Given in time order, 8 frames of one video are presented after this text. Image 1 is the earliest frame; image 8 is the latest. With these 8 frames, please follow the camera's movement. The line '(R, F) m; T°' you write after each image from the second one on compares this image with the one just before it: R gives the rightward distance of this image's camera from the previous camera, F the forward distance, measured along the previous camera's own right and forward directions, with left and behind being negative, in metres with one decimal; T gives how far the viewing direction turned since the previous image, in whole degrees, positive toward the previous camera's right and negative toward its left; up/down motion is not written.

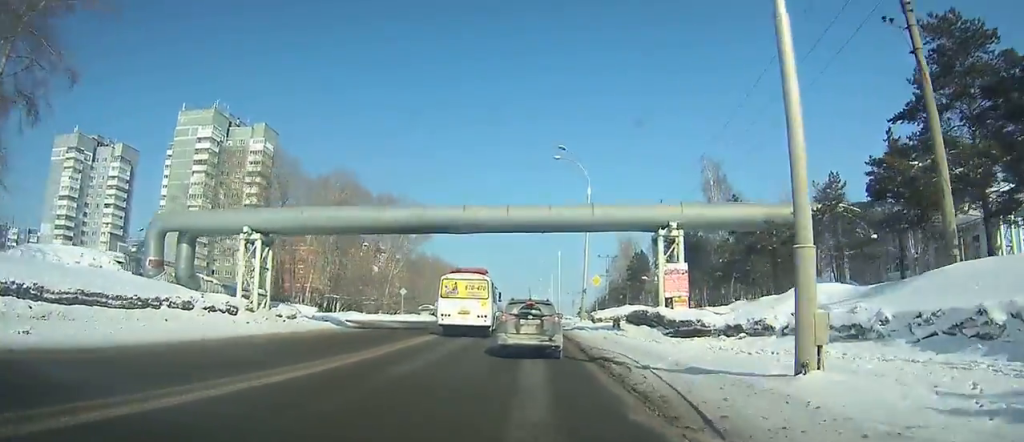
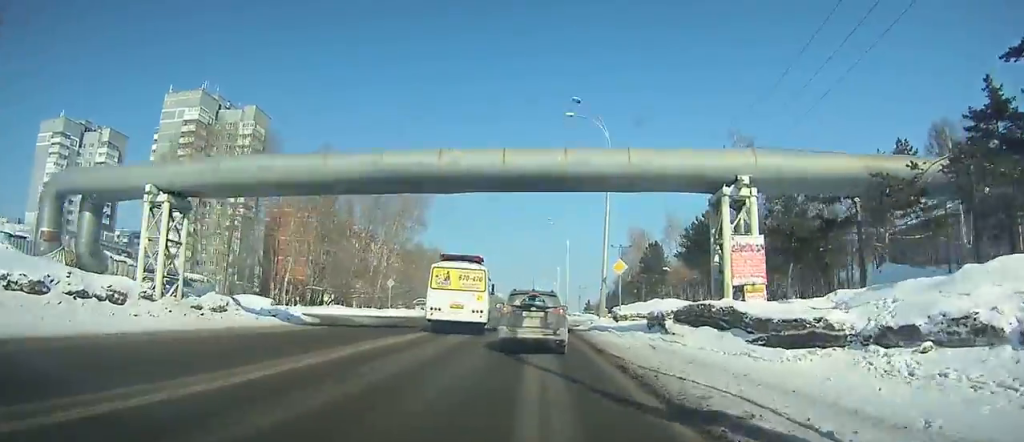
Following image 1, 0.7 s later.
(0.0, +9.0) m; 0°
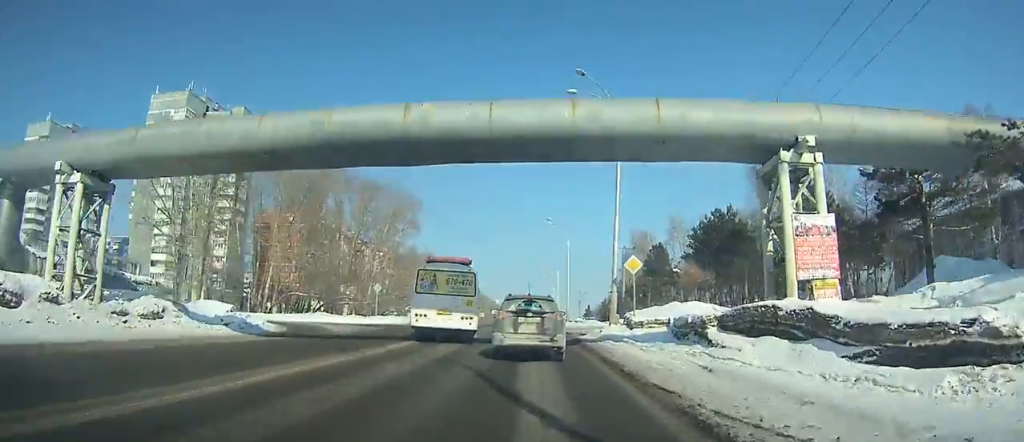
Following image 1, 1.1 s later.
(0.0, +5.0) m; 0°
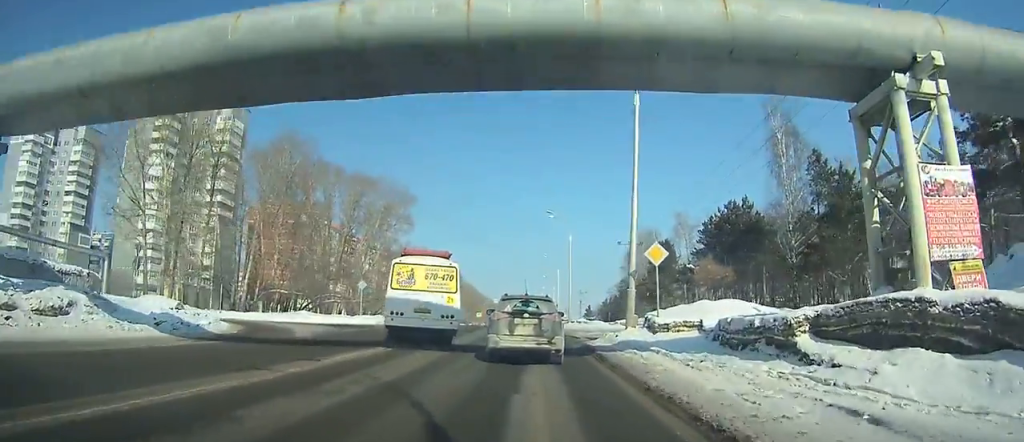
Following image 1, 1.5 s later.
(0.0, +5.2) m; 0°
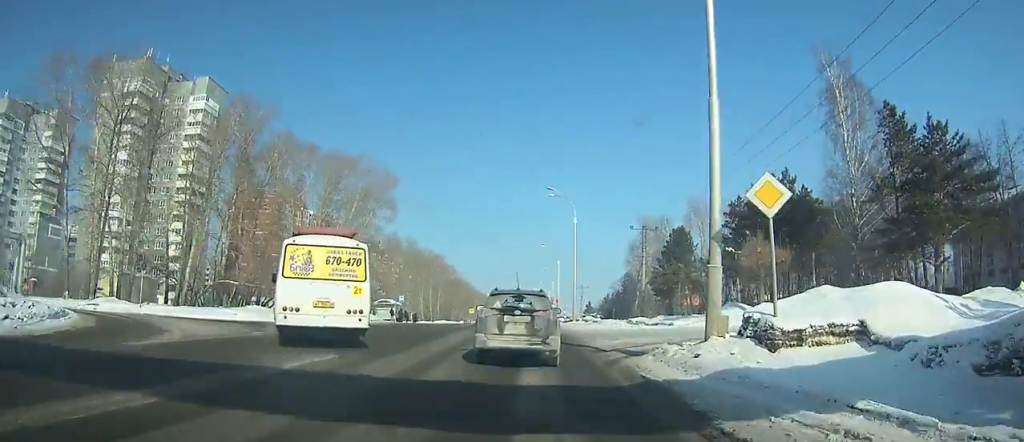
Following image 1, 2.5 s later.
(0.0, +10.9) m; 0°
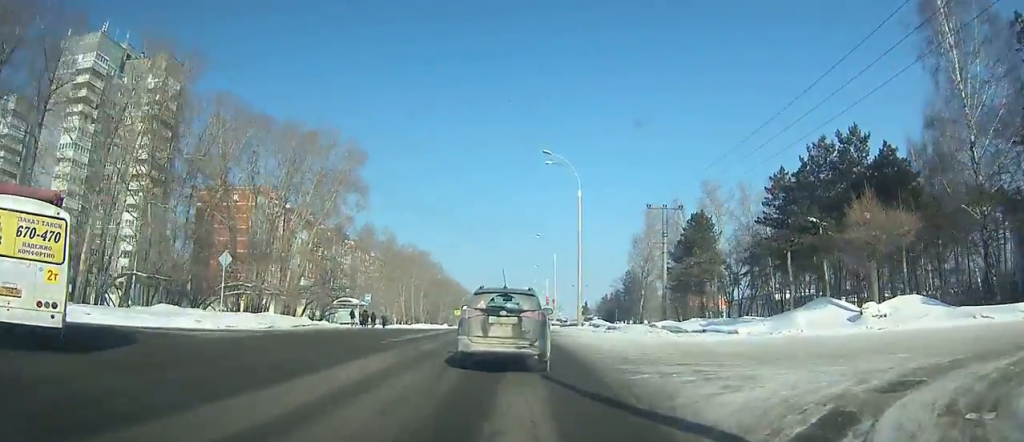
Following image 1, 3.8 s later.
(-0.1, +12.5) m; -1°
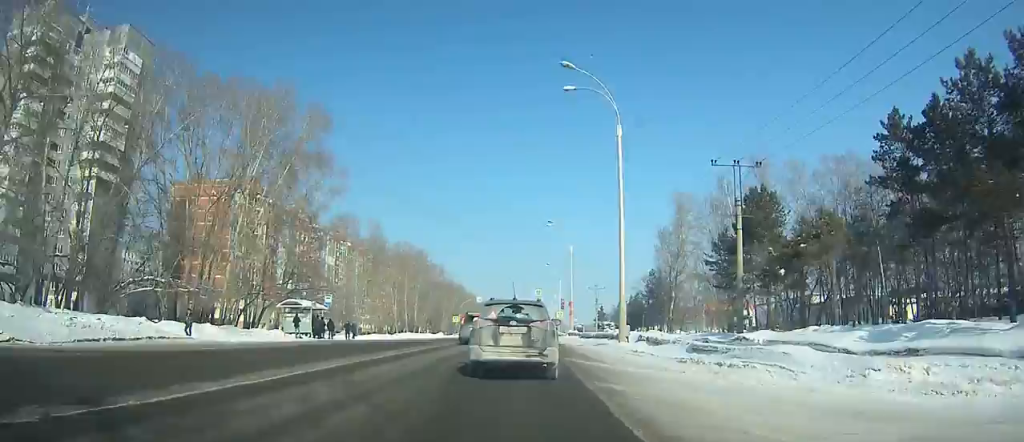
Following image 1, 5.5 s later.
(-0.1, +14.1) m; 0°
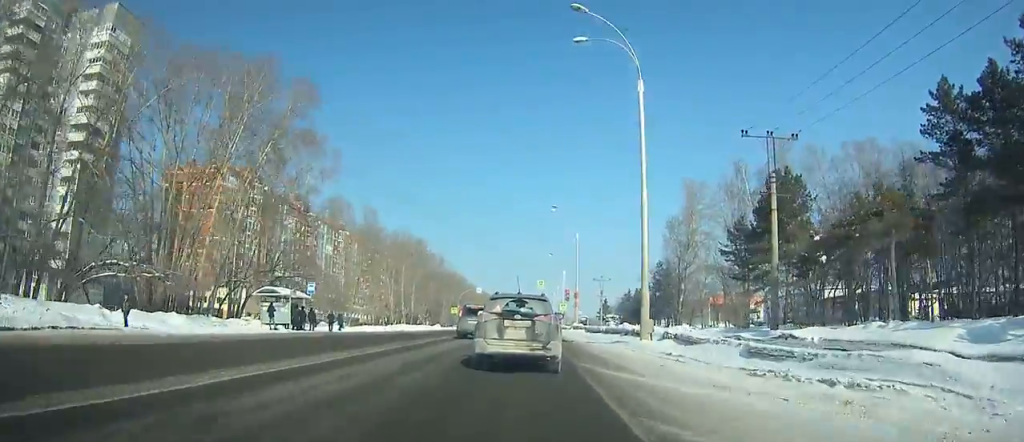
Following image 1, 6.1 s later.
(0.0, +3.6) m; 0°
